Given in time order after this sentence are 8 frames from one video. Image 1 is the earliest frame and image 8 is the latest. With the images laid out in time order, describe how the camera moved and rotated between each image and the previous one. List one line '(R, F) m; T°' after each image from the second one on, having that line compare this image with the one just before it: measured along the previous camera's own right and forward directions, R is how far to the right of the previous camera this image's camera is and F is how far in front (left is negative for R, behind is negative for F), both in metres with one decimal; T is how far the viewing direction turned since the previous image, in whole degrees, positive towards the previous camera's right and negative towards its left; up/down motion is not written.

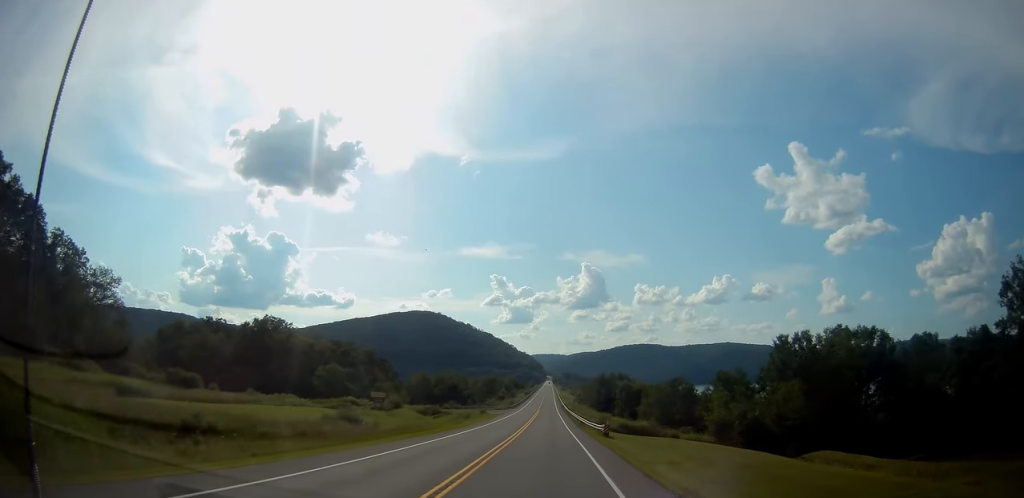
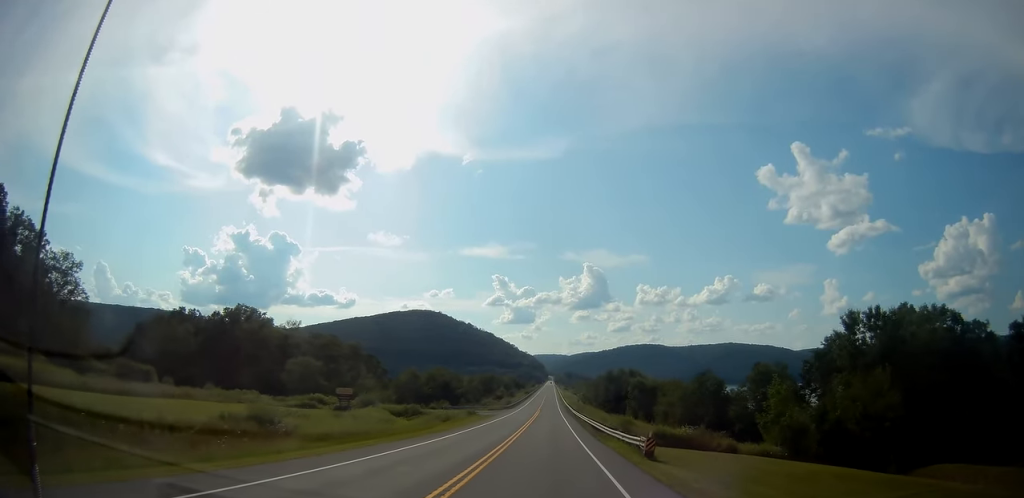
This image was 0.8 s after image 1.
(-0.4, +16.1) m; 0°
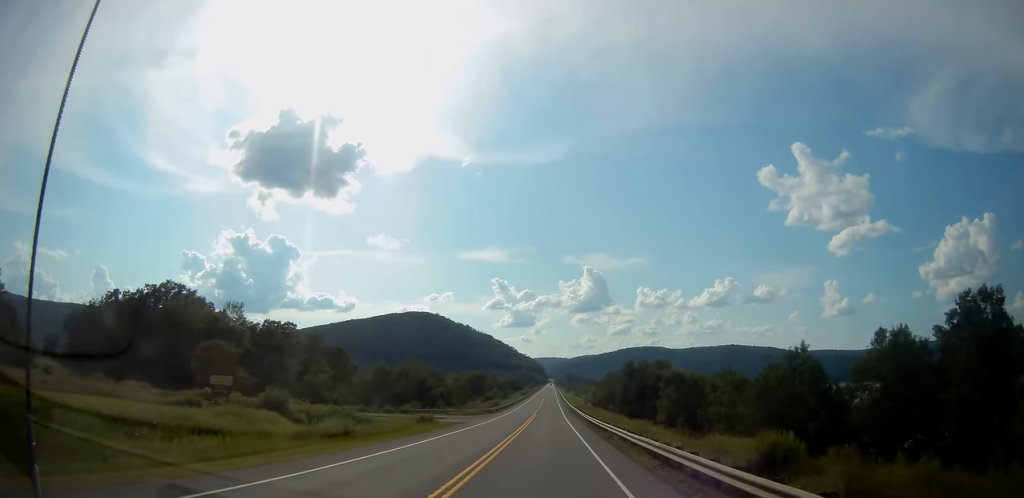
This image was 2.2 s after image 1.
(+0.5, +30.6) m; +1°
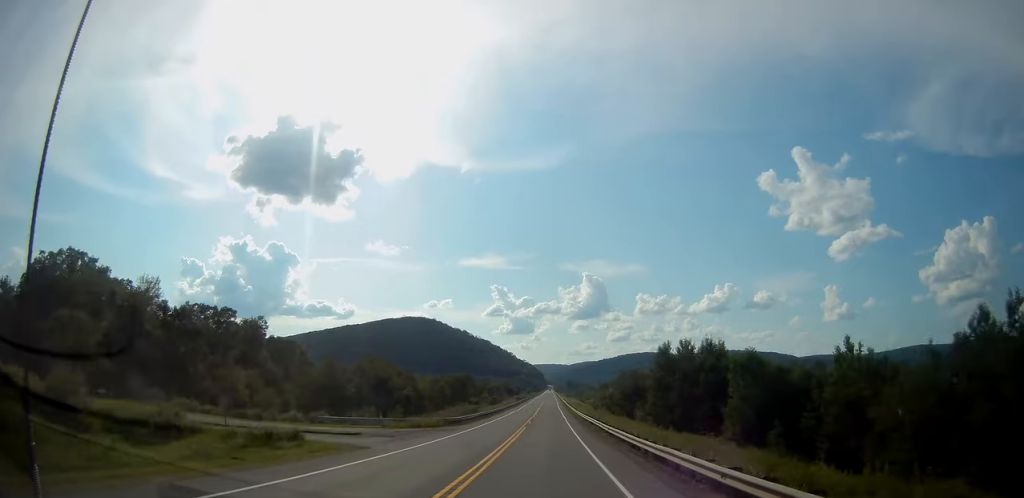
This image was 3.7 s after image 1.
(-0.1, +29.8) m; 0°
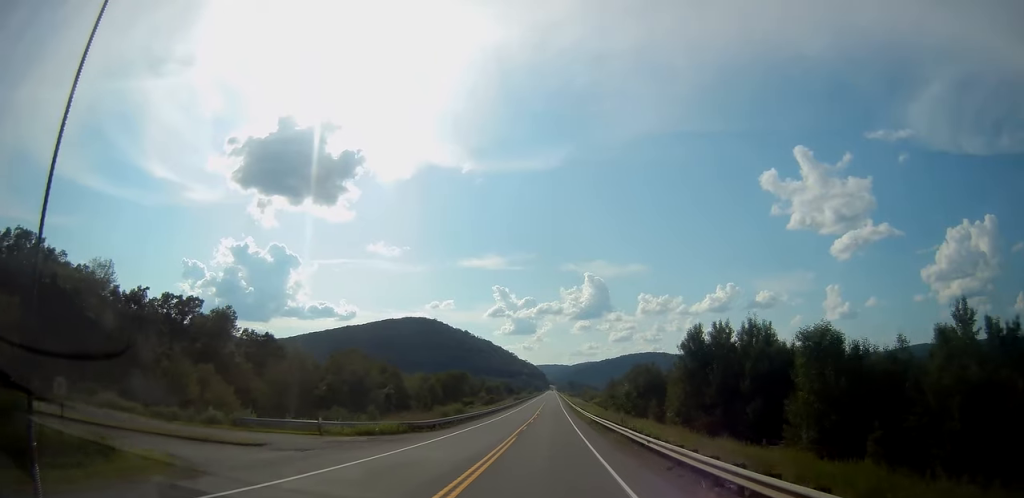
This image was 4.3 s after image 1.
(0.0, +13.1) m; 0°
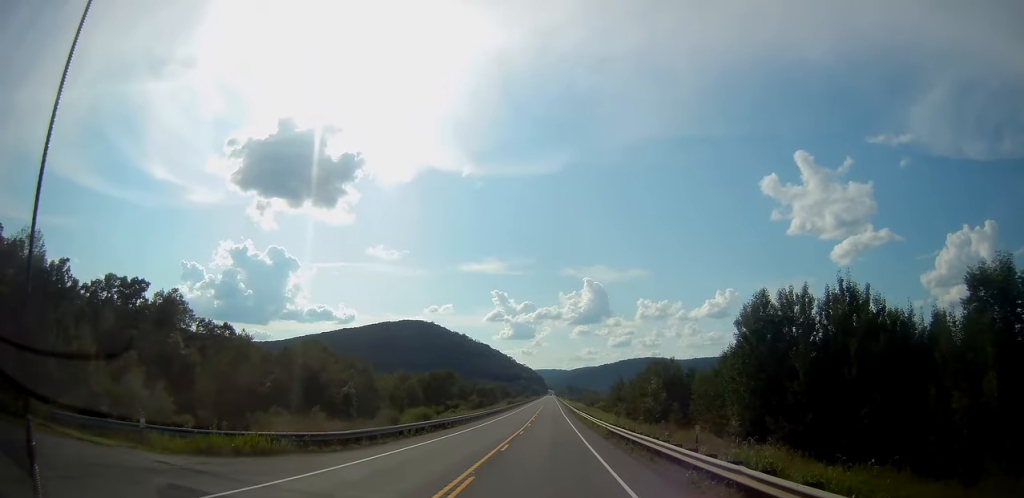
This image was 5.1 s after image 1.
(-0.2, +16.6) m; 0°
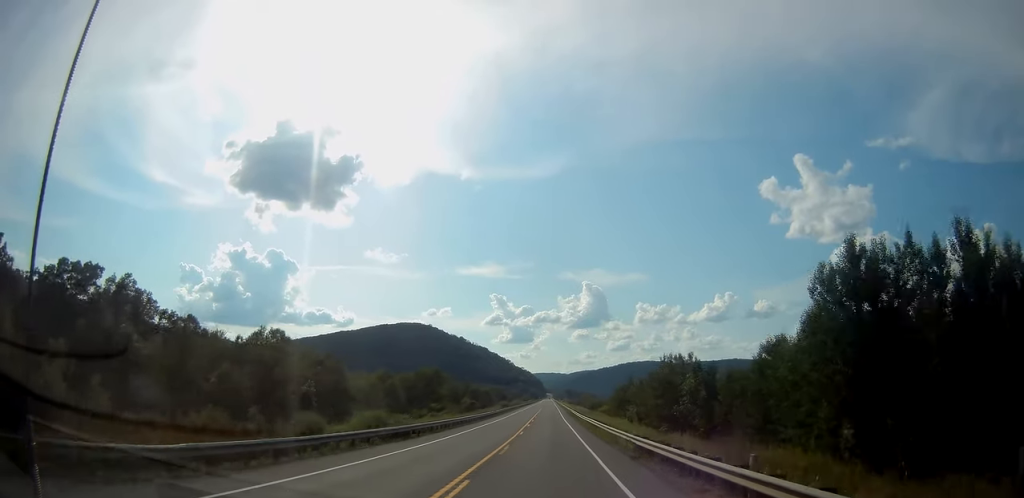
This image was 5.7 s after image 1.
(+0.2, +11.8) m; +1°
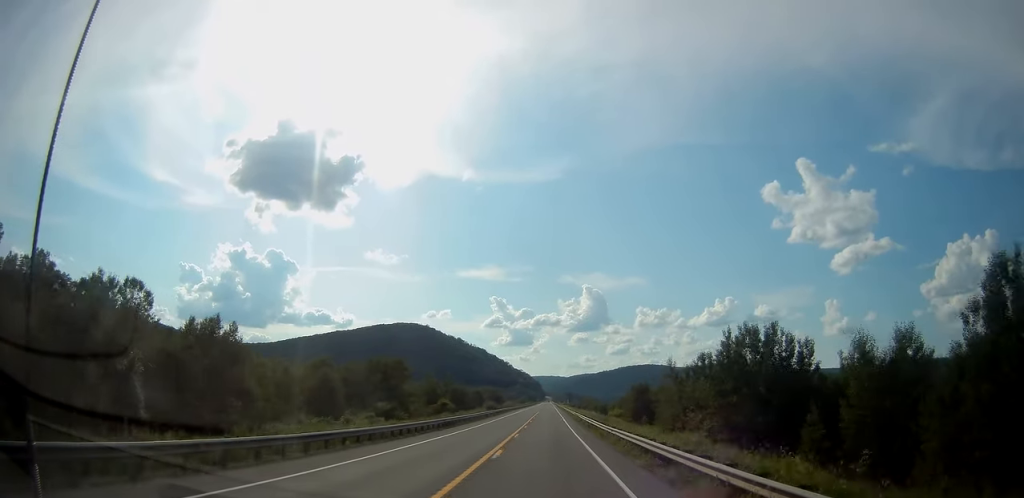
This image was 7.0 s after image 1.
(+0.2, +27.7) m; -1°
